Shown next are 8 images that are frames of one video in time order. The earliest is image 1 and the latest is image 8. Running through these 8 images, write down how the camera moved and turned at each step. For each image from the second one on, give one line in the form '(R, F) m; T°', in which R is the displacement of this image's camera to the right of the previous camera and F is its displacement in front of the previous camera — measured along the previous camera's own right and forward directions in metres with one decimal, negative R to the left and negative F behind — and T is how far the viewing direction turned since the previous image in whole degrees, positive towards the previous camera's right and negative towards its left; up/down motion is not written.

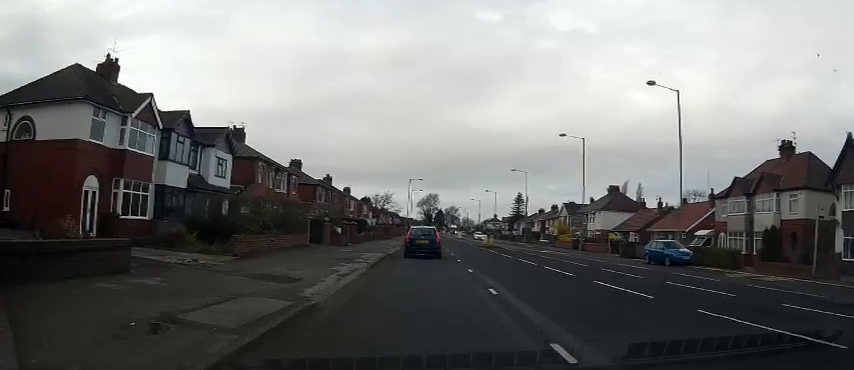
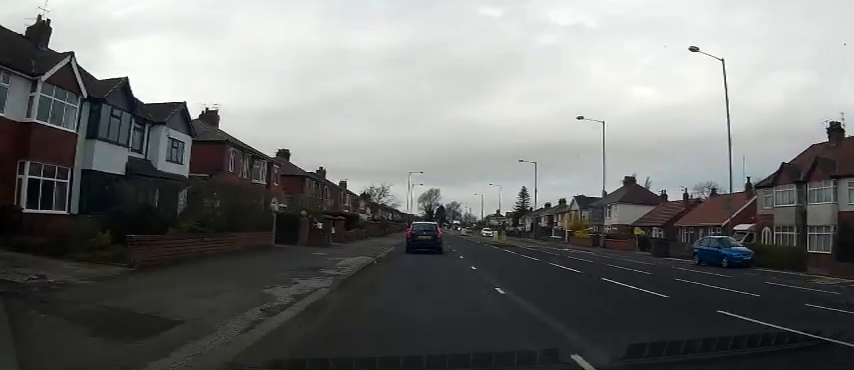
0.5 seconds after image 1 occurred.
(0.0, +6.6) m; -1°
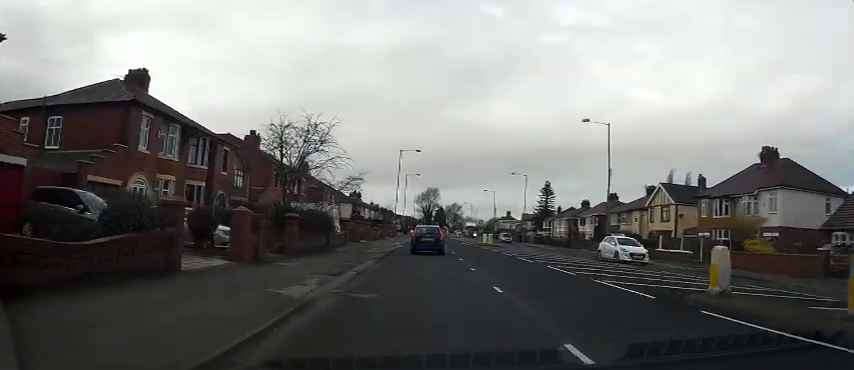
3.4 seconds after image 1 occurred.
(+0.6, +34.2) m; +2°
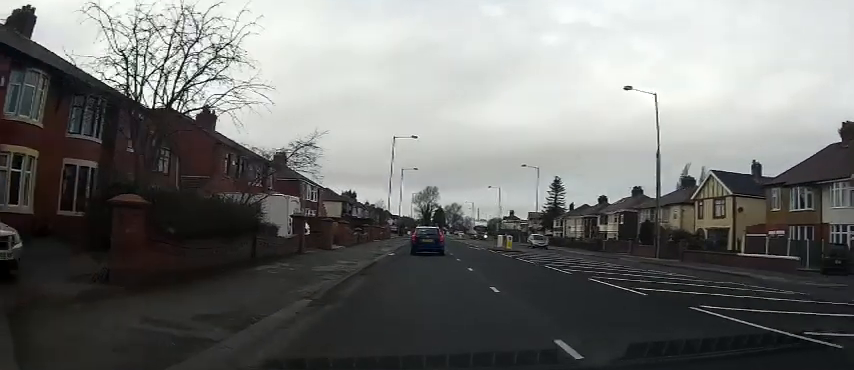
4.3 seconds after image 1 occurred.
(0.0, +11.0) m; 0°
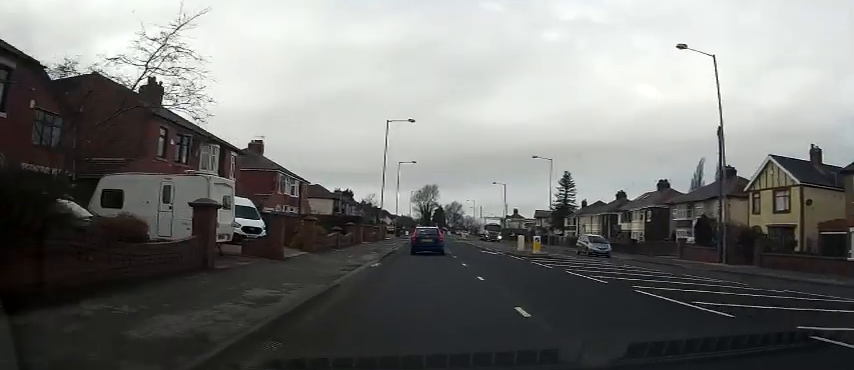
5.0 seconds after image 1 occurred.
(0.0, +9.4) m; -1°
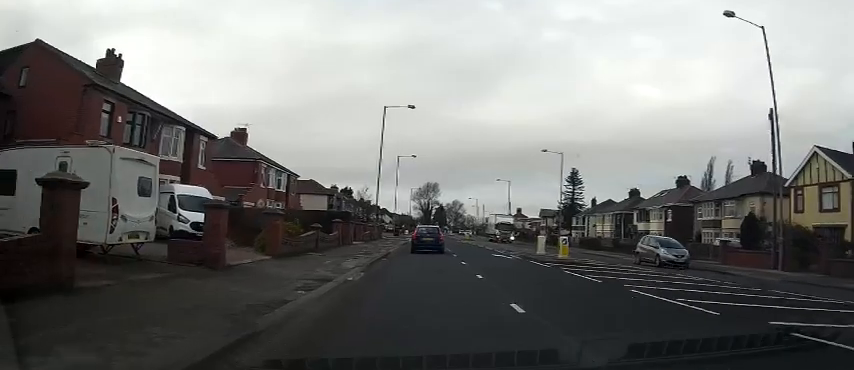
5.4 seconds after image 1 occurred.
(0.0, +5.2) m; -1°
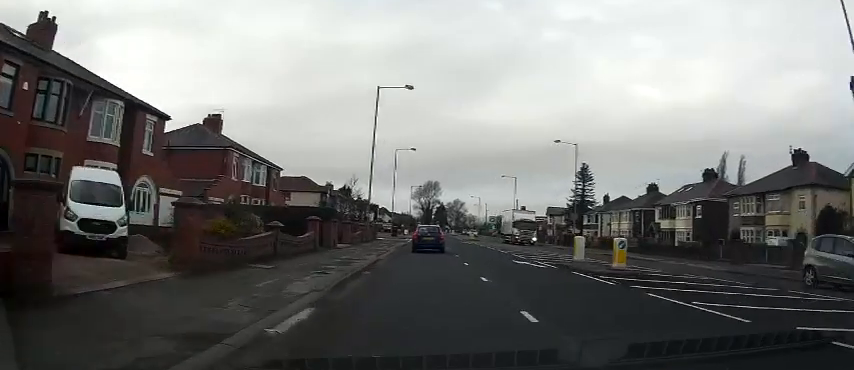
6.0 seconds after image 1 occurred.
(-0.3, +6.7) m; 0°
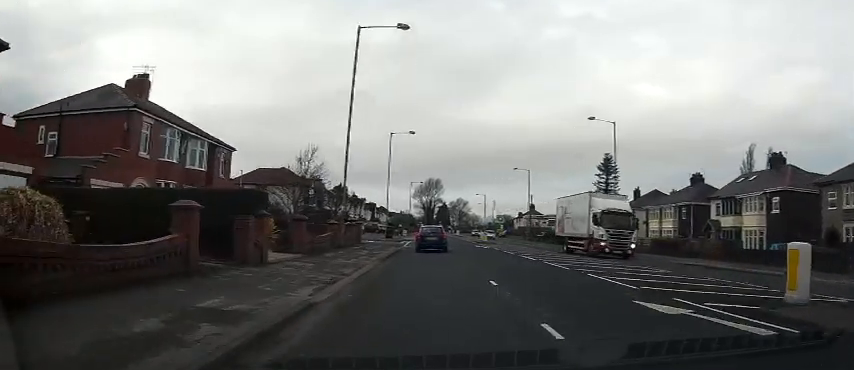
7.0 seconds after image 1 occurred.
(+0.2, +12.9) m; +1°
